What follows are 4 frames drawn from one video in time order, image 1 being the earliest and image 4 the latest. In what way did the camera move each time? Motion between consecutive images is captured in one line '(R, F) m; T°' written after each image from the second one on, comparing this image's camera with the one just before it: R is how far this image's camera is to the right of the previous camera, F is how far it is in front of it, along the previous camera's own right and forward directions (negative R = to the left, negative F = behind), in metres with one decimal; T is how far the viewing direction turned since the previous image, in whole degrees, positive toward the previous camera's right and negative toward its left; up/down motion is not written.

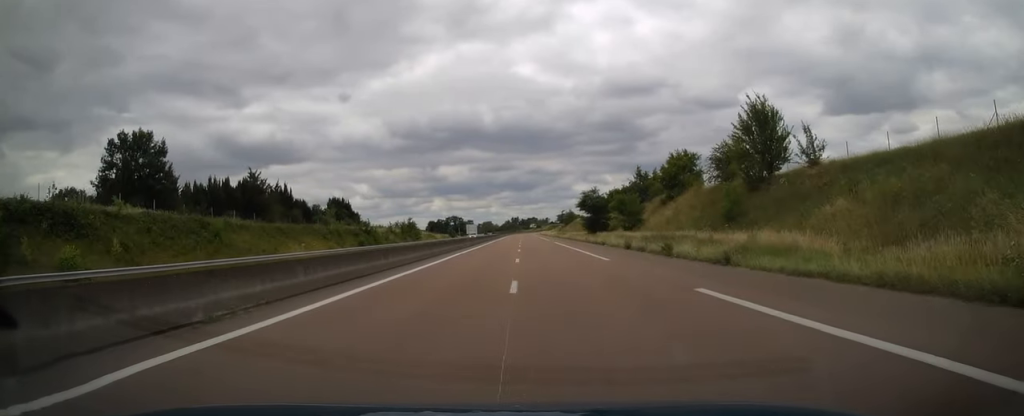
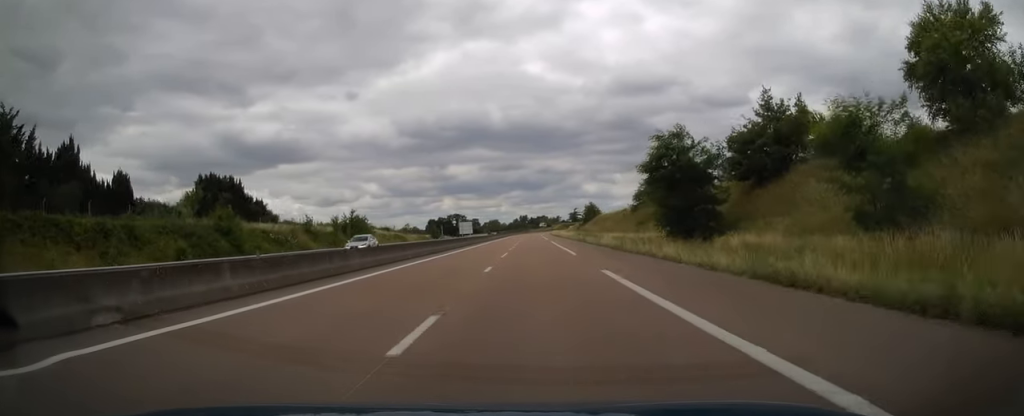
(-0.5, +45.0) m; -1°
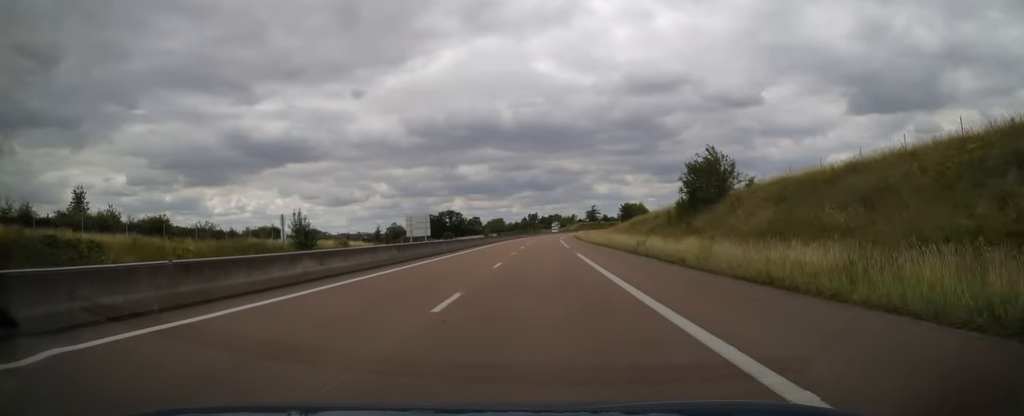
(-1.1, +86.5) m; -1°
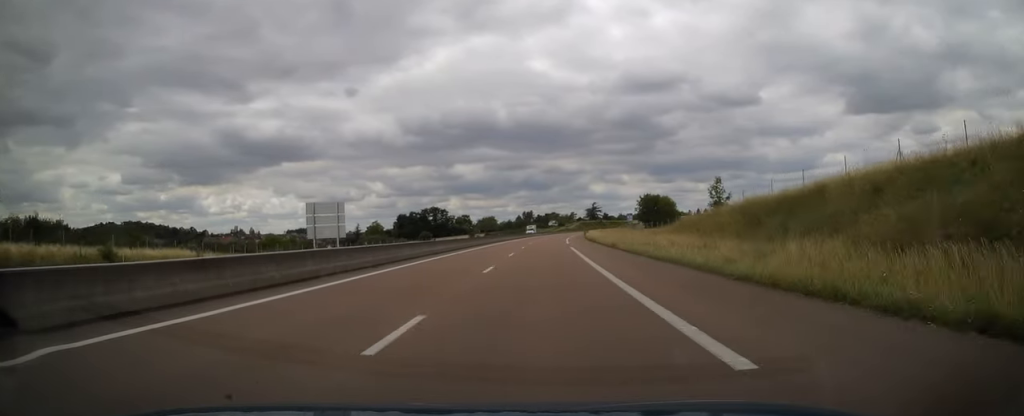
(+0.1, +42.2) m; +1°
